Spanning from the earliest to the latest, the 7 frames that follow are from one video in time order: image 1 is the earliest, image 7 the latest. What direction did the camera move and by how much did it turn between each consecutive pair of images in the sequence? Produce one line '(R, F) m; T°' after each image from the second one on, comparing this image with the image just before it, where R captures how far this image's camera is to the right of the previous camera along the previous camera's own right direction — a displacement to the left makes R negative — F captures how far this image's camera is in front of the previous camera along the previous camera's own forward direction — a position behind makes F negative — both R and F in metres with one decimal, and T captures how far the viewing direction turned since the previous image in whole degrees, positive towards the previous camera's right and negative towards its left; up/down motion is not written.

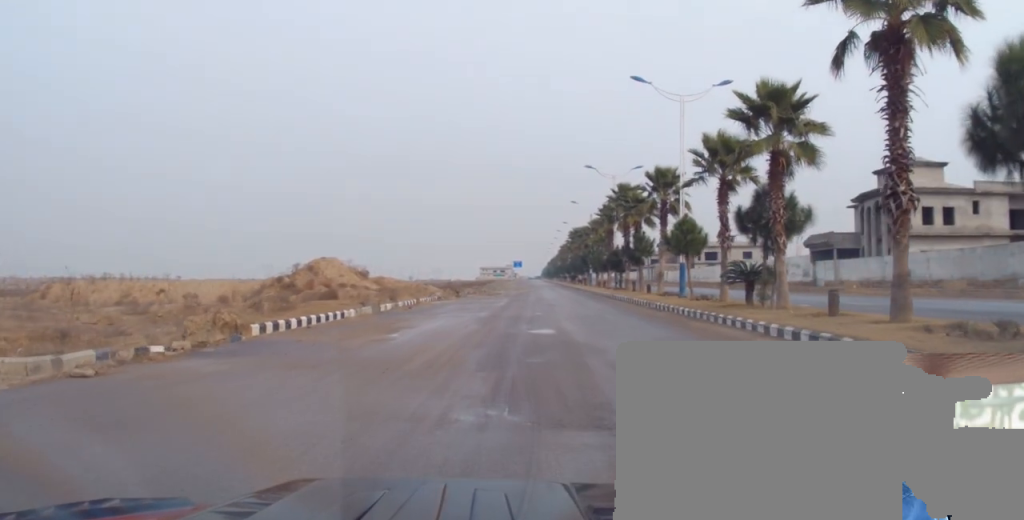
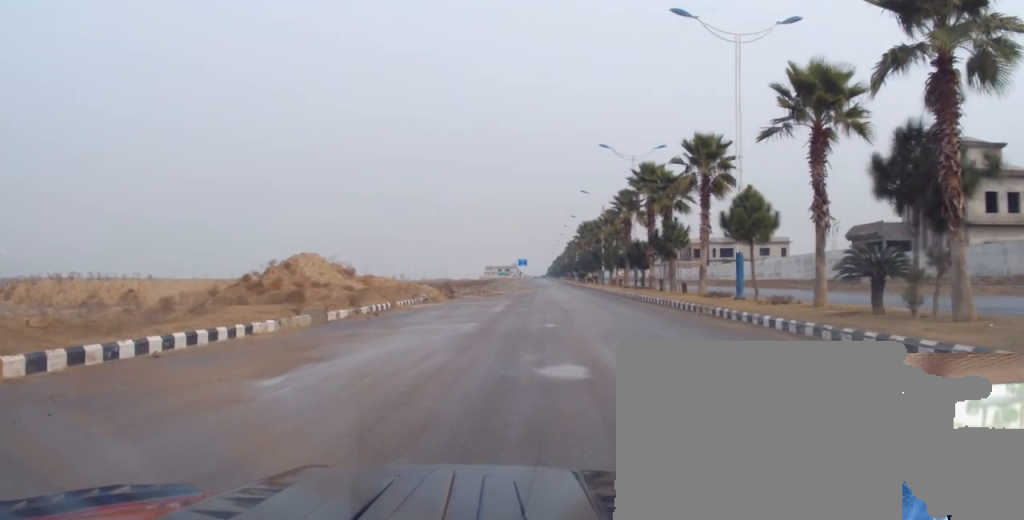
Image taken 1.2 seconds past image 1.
(+0.1, +8.9) m; 0°
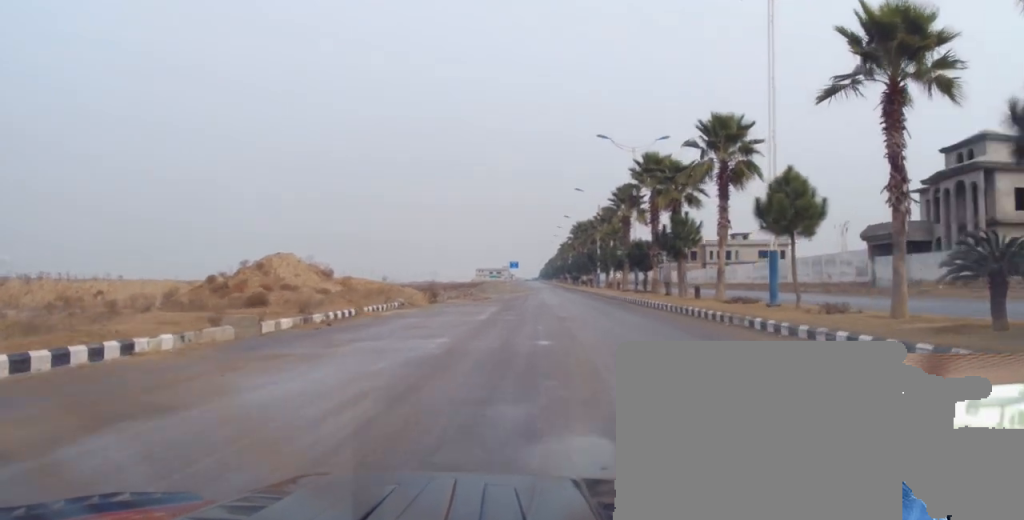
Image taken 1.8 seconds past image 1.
(-0.1, +4.8) m; 0°
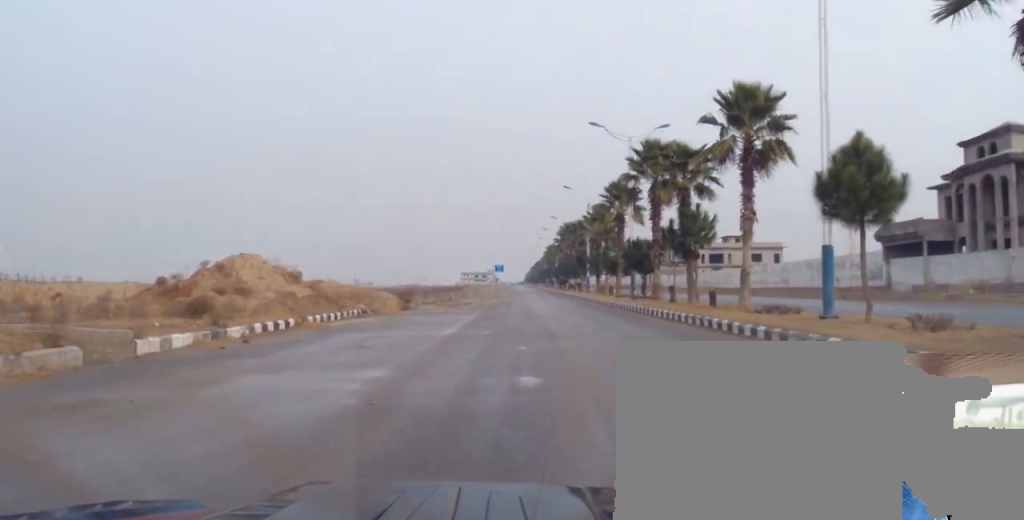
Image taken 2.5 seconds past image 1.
(0.0, +5.1) m; 0°
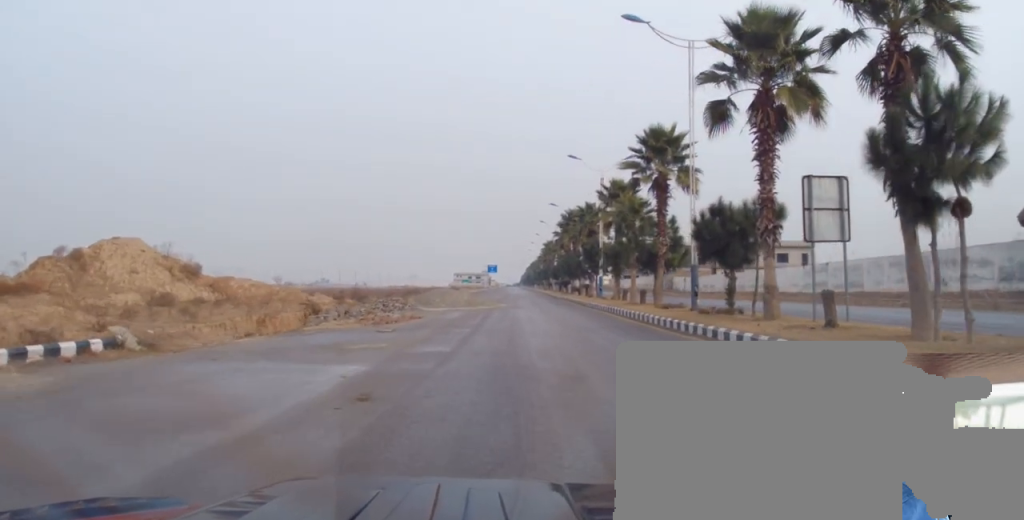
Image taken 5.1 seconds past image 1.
(+0.8, +19.0) m; 0°
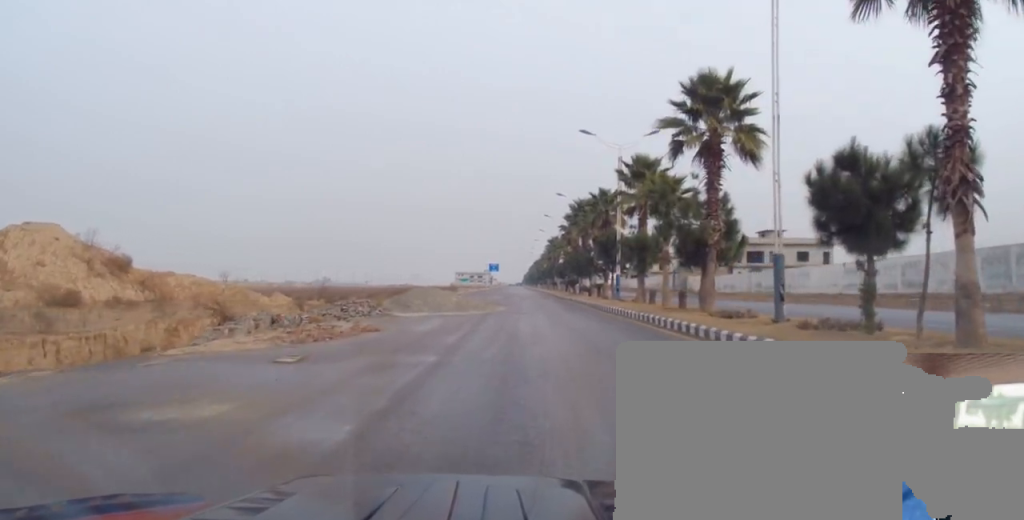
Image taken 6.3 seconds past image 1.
(-0.5, +8.8) m; +2°
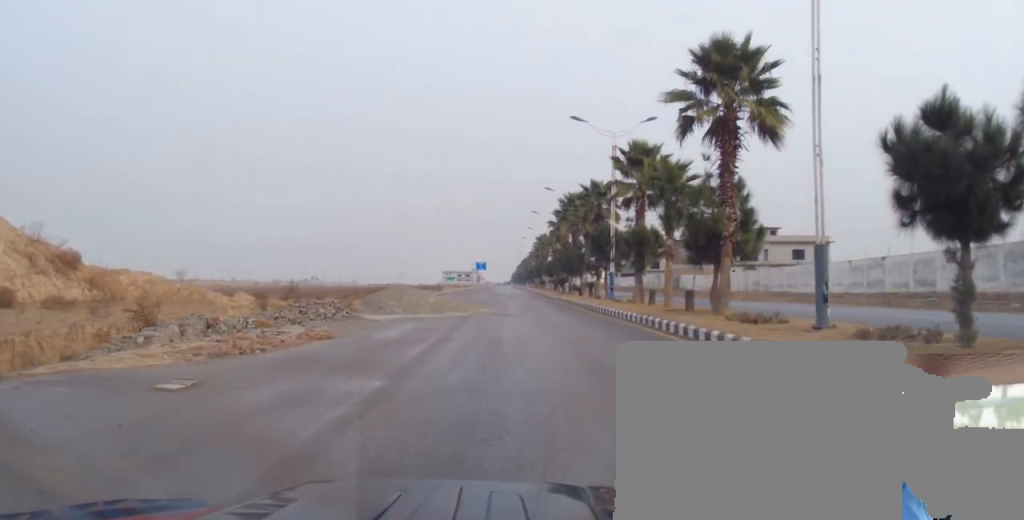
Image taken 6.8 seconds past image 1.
(+0.4, +3.6) m; +2°
